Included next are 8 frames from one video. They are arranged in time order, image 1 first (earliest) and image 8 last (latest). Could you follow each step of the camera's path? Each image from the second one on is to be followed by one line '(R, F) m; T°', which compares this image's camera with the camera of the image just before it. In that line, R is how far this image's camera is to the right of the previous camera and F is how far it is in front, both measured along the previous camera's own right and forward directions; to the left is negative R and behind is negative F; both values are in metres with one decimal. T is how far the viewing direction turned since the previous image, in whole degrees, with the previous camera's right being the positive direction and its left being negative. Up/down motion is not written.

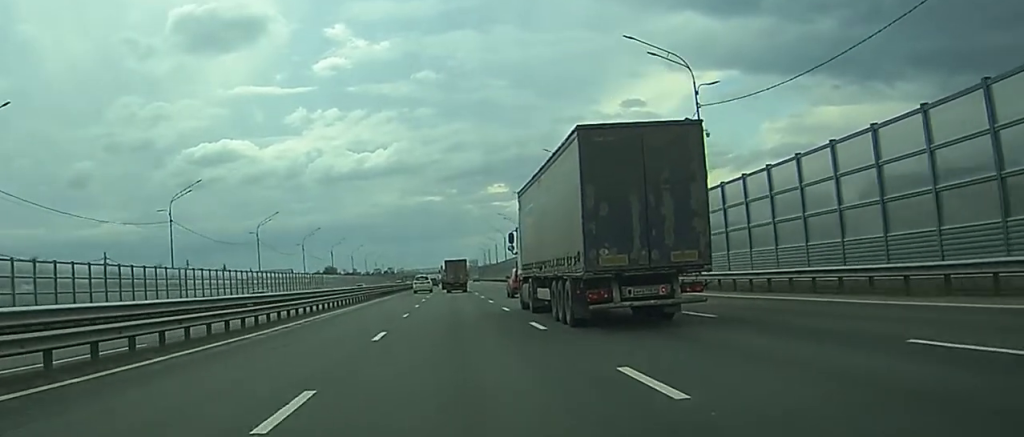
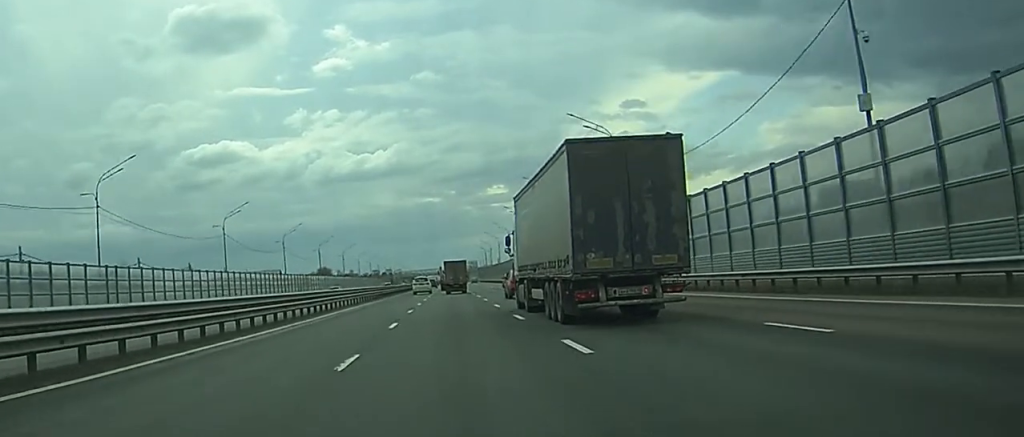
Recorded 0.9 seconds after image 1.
(+0.1, +20.3) m; +1°
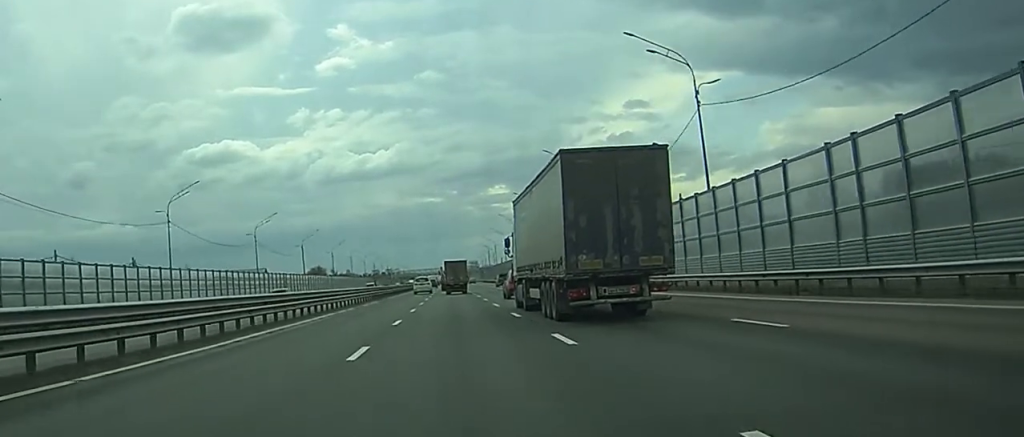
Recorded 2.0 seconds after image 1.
(+0.2, +23.1) m; +1°
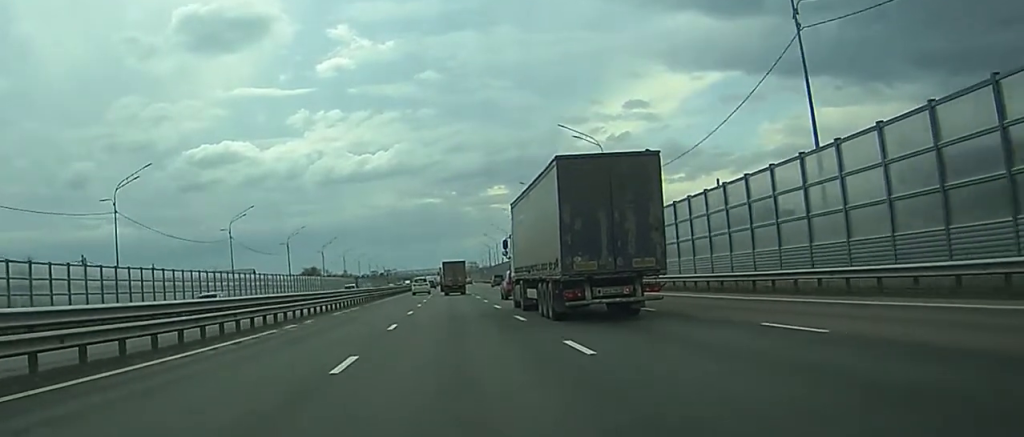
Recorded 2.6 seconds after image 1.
(0.0, +14.0) m; 0°
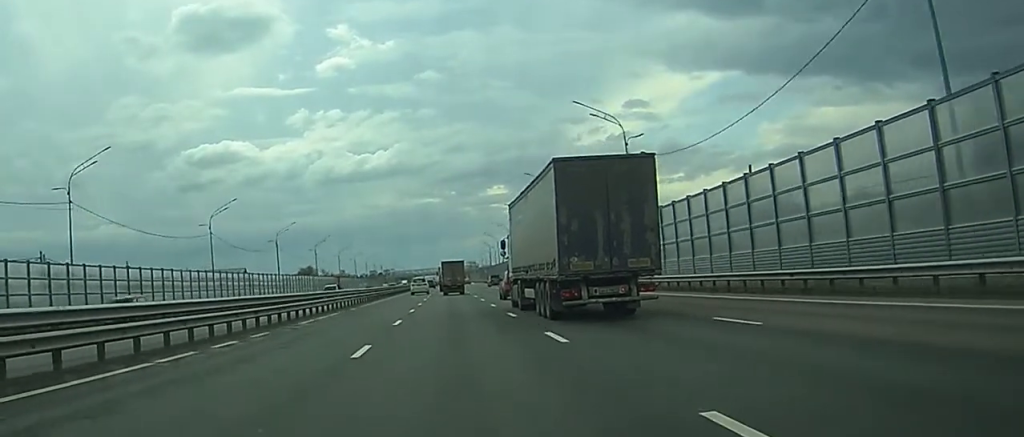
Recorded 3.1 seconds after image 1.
(0.0, +8.9) m; 0°
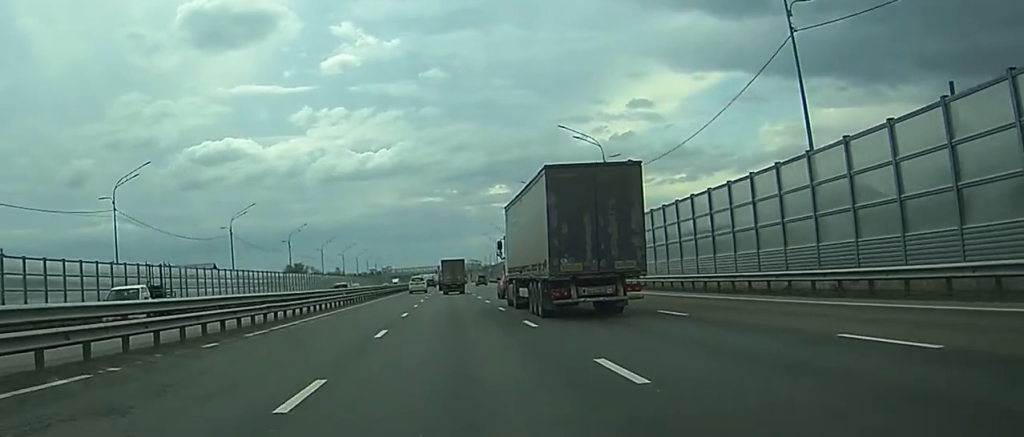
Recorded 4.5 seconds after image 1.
(+0.1, +29.7) m; 0°
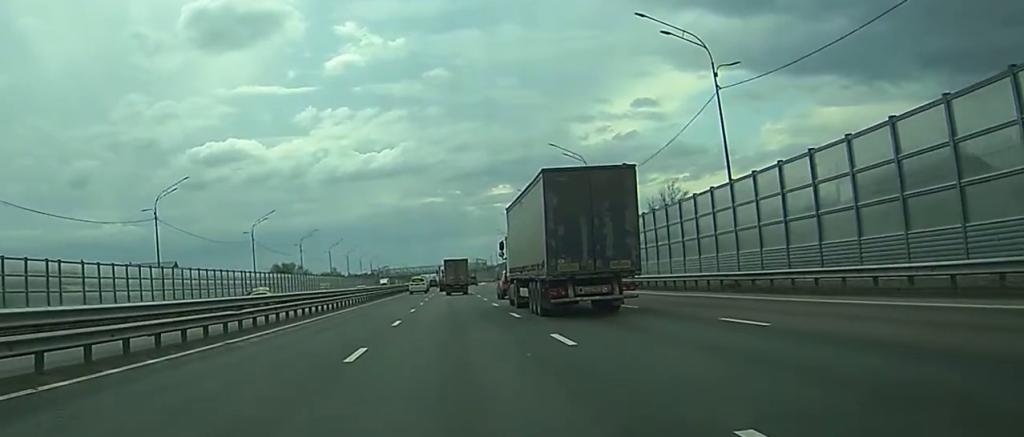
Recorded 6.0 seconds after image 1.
(-0.1, +28.6) m; 0°
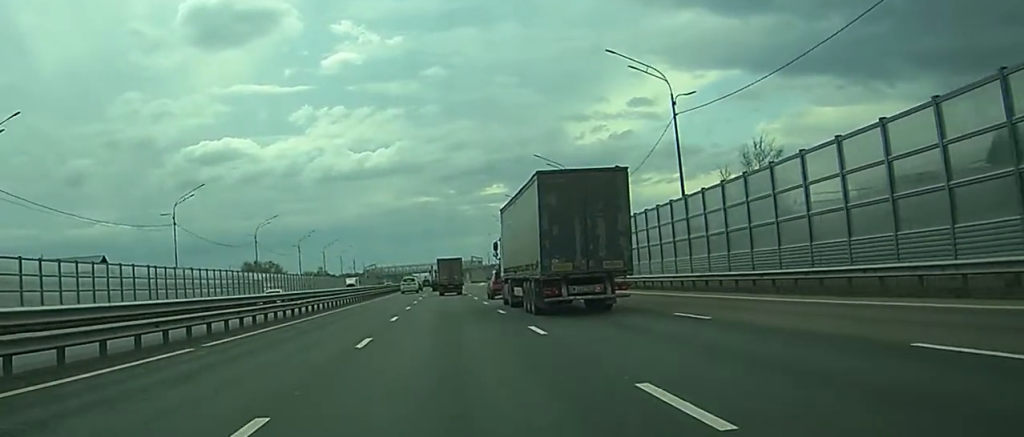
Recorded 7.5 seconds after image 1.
(+0.2, +31.3) m; +1°
